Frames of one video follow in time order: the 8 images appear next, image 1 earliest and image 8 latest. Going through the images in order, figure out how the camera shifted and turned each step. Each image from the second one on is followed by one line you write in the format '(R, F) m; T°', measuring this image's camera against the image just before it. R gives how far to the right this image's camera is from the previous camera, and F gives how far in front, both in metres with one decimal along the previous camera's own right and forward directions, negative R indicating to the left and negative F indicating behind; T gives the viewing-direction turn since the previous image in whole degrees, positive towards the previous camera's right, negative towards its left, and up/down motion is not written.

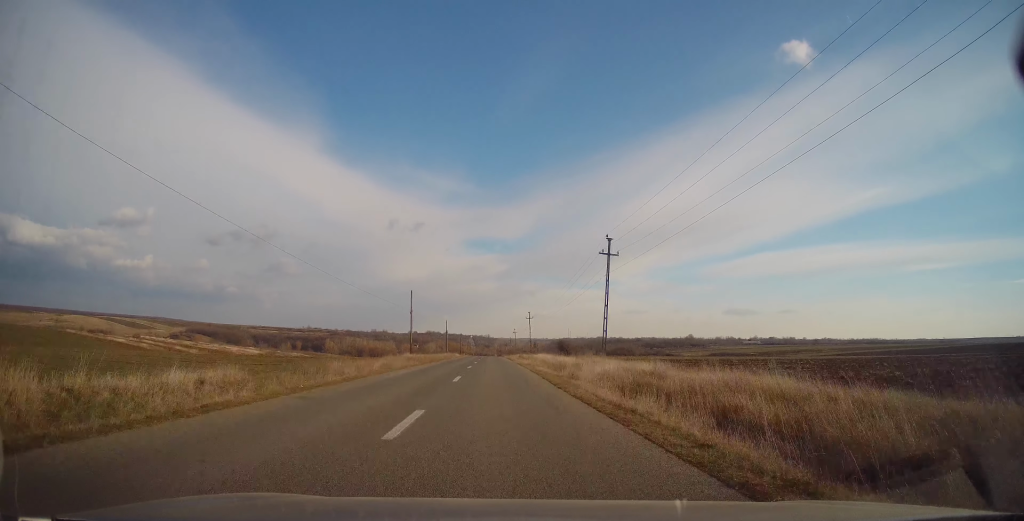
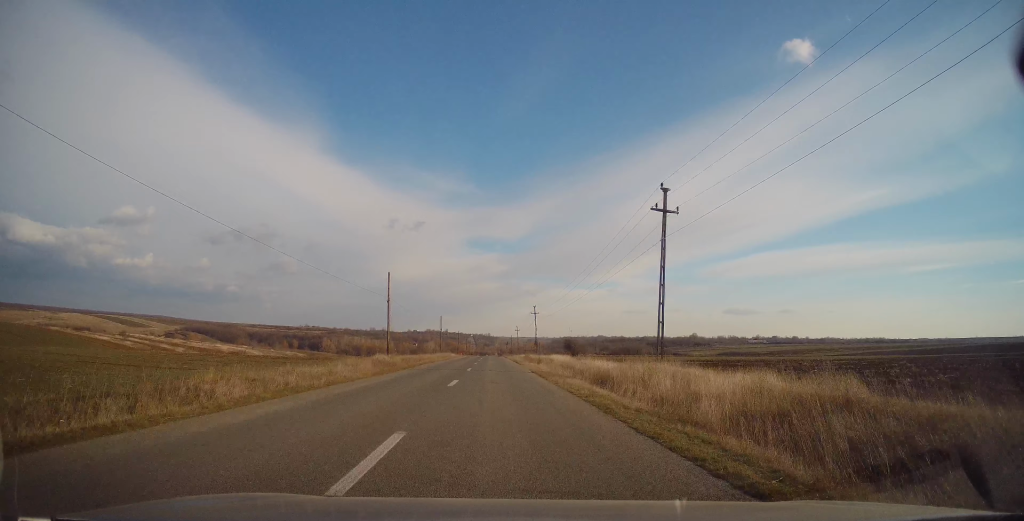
(0.0, +14.4) m; 0°
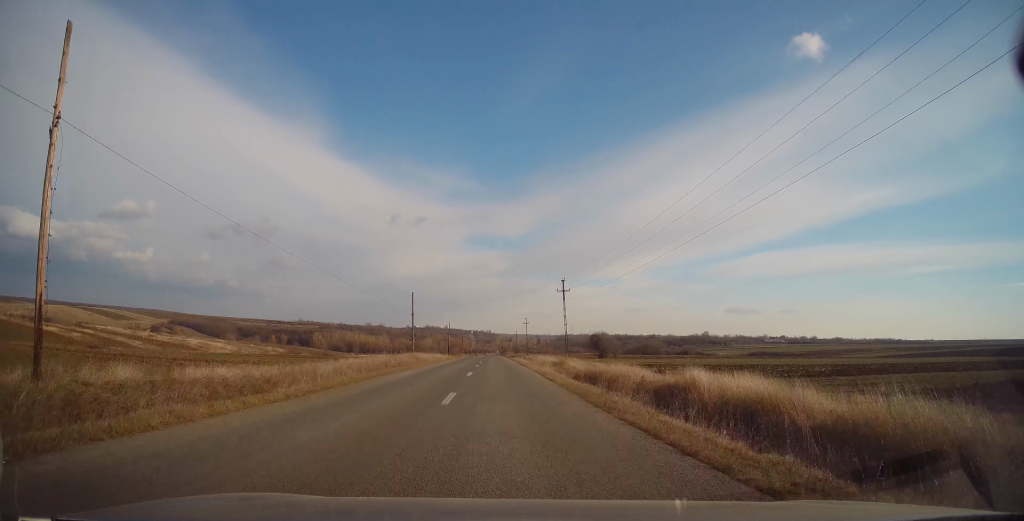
(-0.4, +39.7) m; 0°
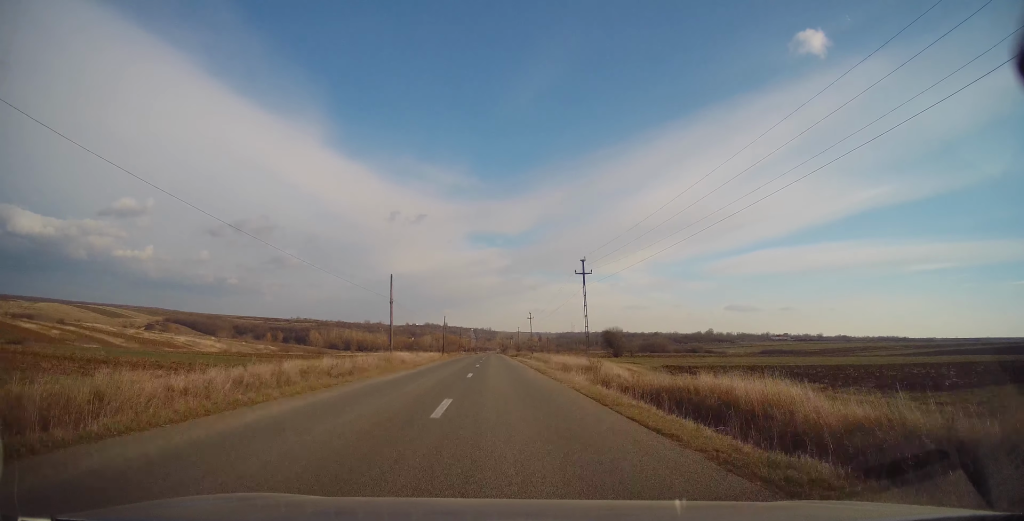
(+0.1, +13.6) m; 0°
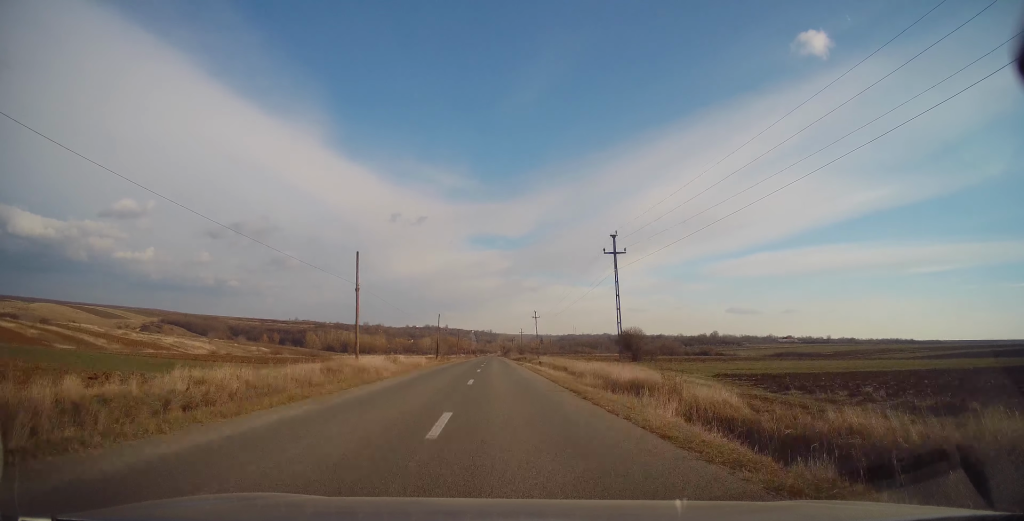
(+0.1, +13.7) m; 0°
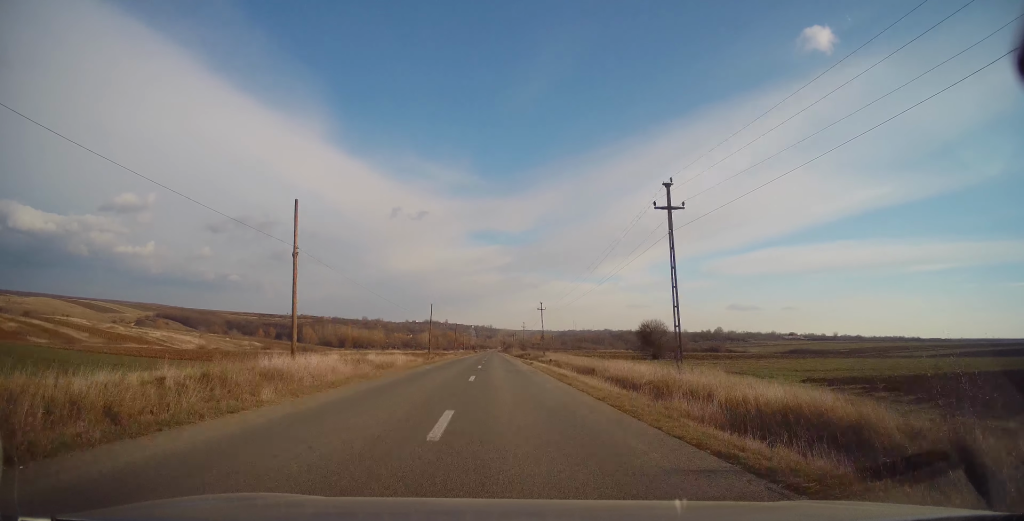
(0.0, +12.2) m; 0°
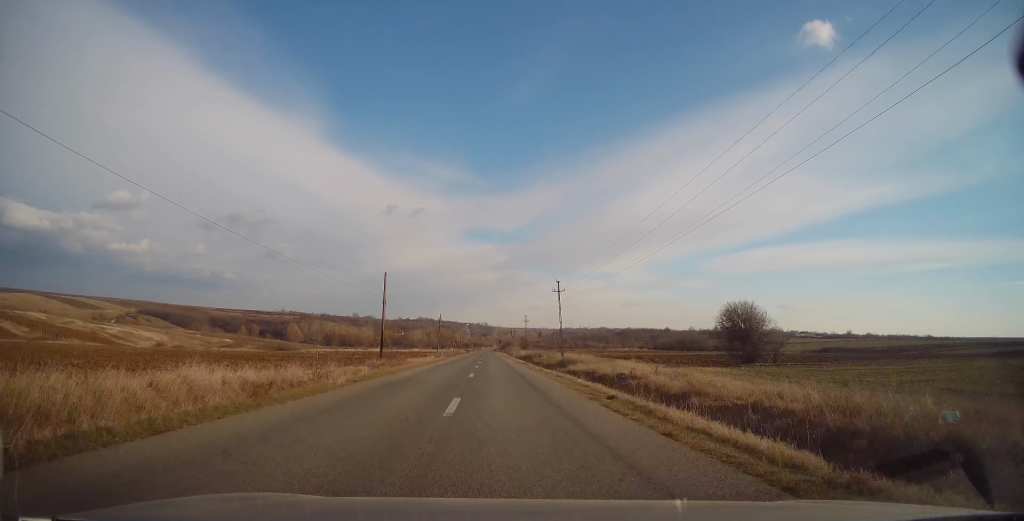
(+0.1, +32.5) m; 0°
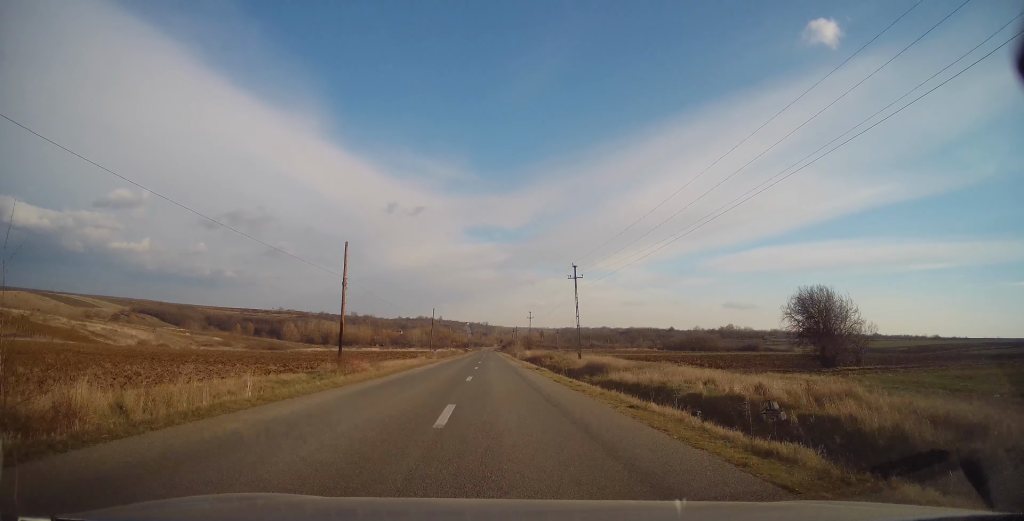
(+0.1, +13.2) m; 0°
